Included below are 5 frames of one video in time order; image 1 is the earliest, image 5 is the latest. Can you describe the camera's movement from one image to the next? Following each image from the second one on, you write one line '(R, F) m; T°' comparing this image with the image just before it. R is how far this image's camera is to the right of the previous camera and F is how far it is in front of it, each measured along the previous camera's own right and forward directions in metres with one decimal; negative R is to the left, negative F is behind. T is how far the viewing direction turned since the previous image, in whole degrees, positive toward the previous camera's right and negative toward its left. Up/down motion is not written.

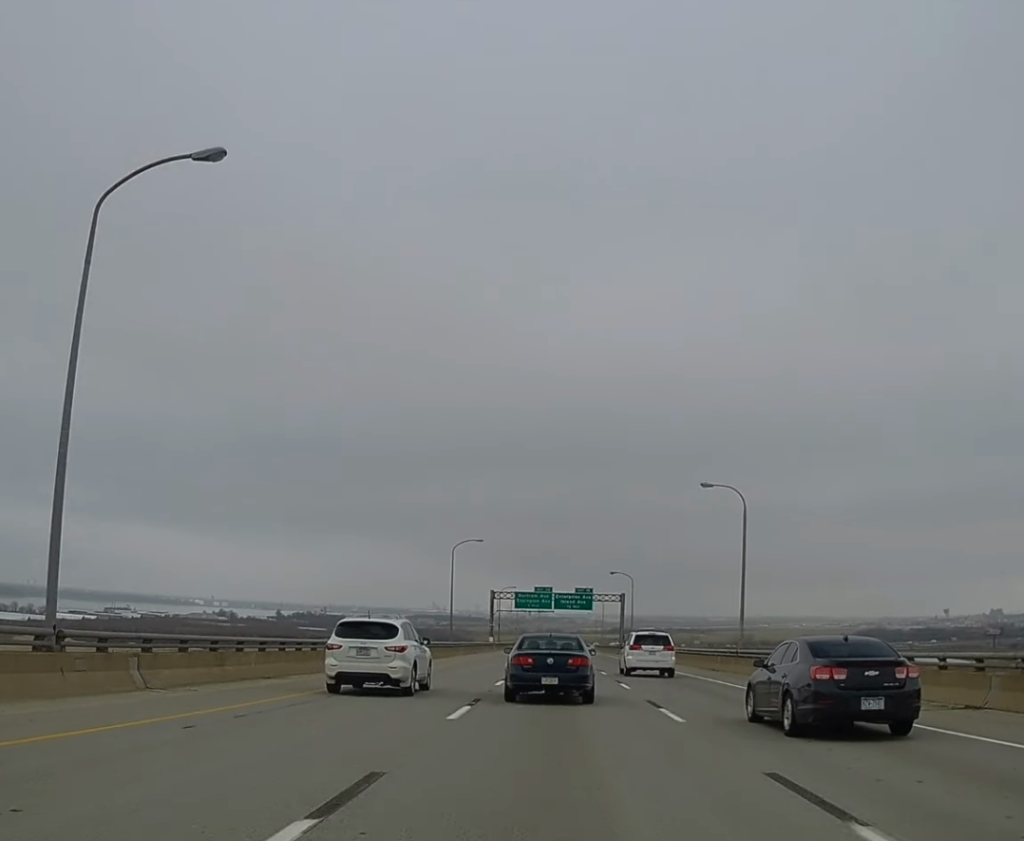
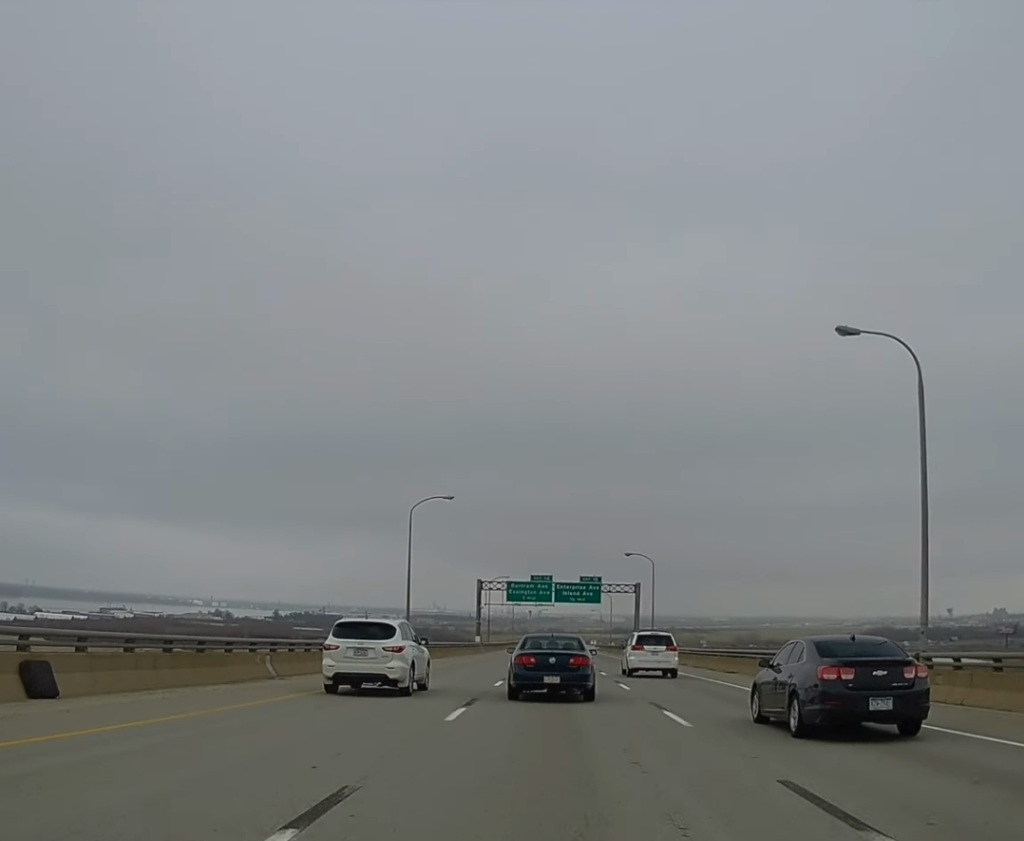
(+0.1, +26.1) m; +1°
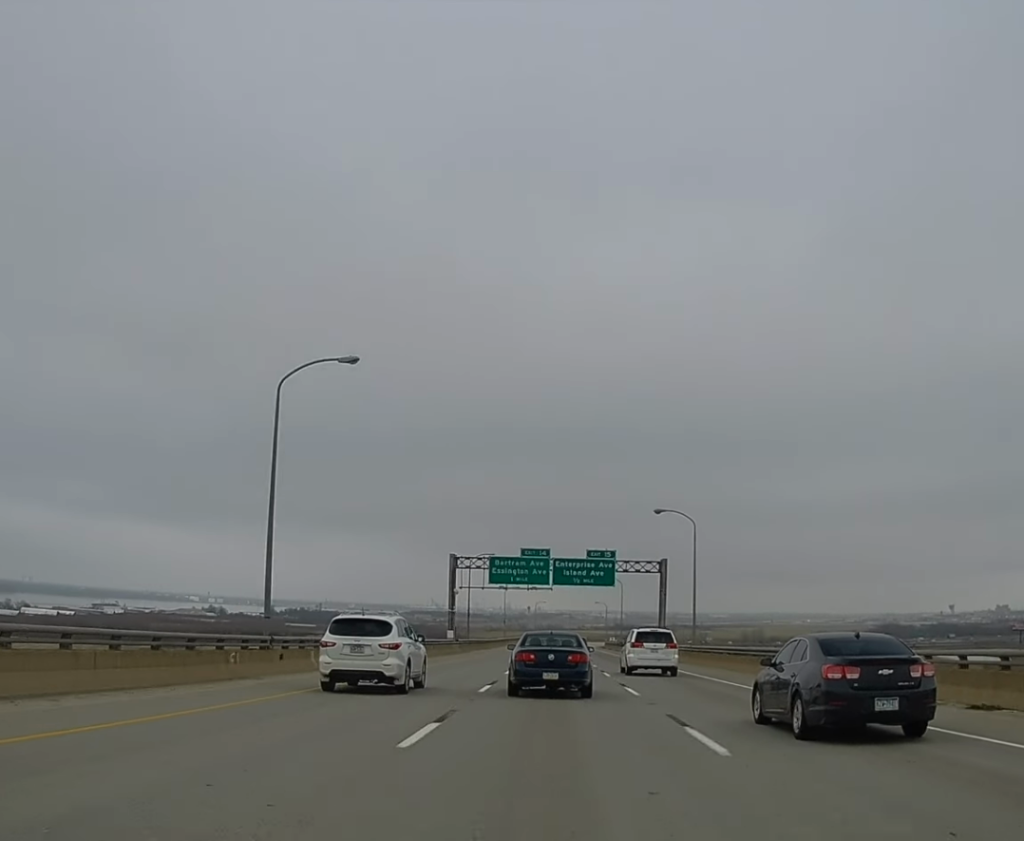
(+0.2, +30.2) m; 0°
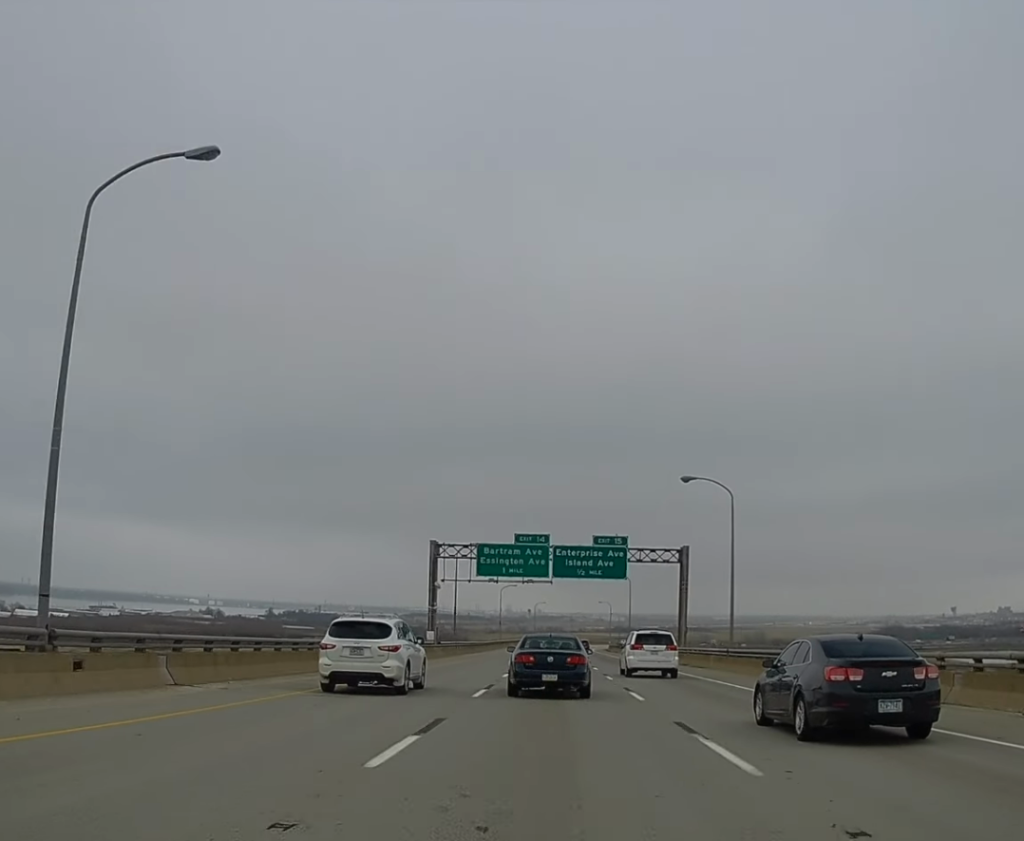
(0.0, +14.5) m; 0°
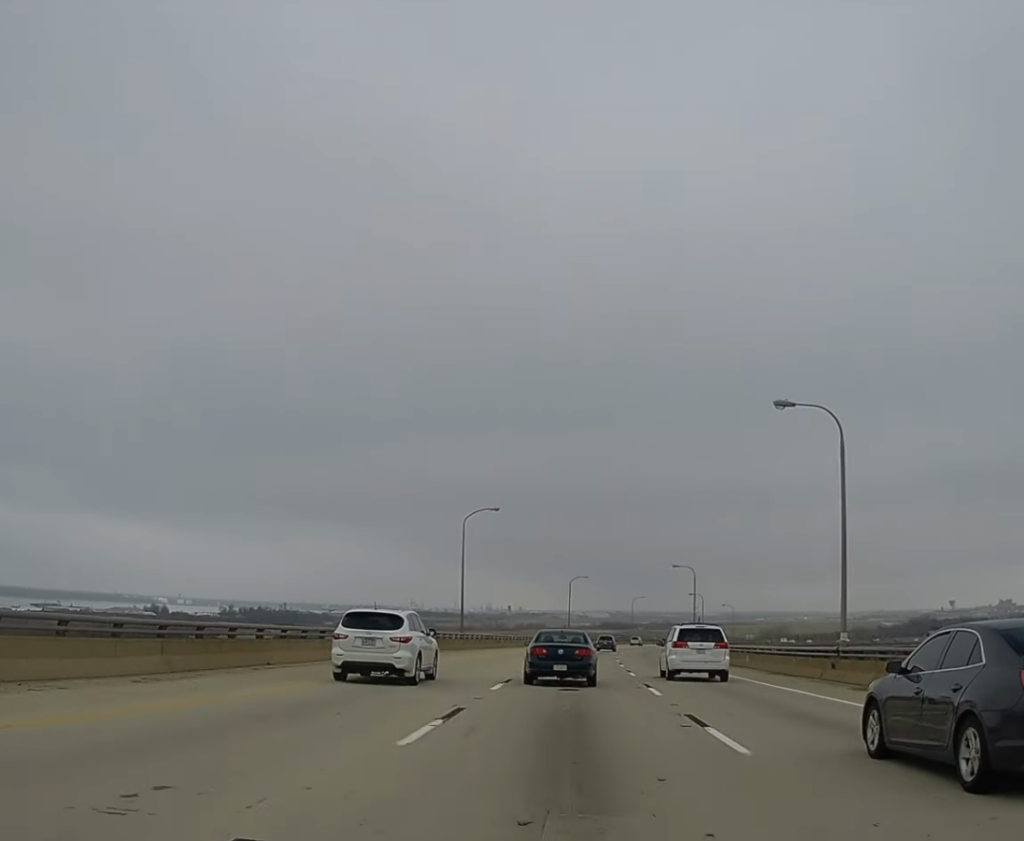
(-0.7, +167.6) m; +1°
